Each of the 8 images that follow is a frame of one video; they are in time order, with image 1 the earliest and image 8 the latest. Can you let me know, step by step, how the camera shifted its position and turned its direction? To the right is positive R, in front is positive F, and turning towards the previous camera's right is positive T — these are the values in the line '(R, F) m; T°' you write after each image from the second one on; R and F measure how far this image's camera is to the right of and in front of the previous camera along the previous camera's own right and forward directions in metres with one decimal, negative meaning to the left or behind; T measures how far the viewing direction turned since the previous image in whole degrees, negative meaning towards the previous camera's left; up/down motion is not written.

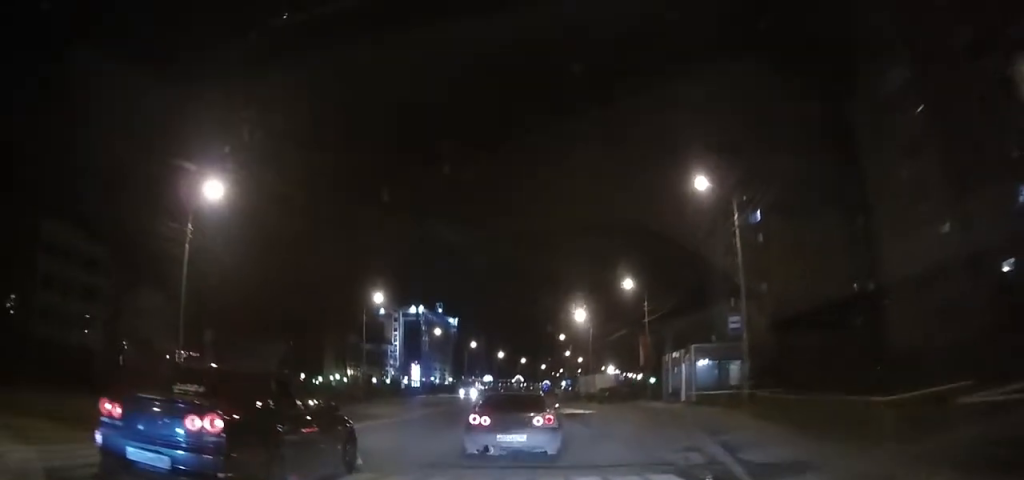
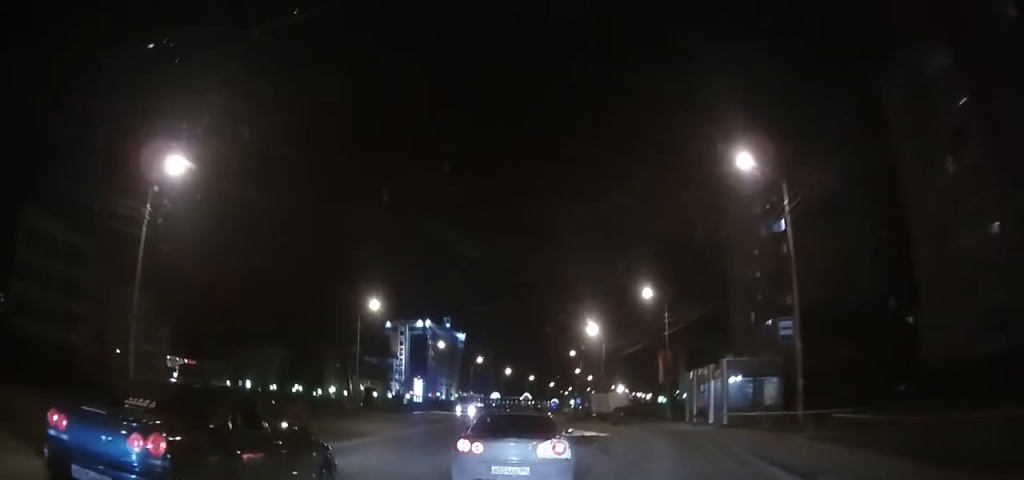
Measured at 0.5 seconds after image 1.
(+0.1, +9.6) m; 0°
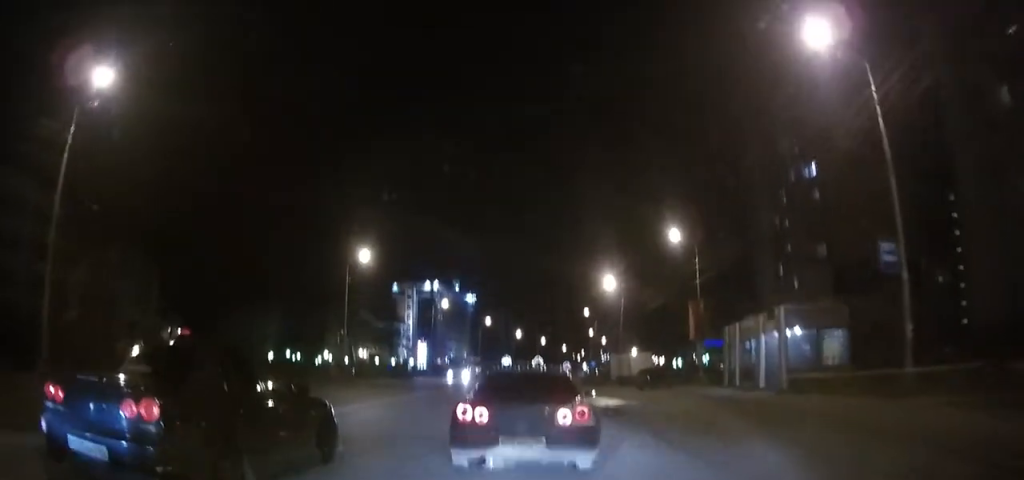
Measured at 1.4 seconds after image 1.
(0.0, +12.1) m; 0°
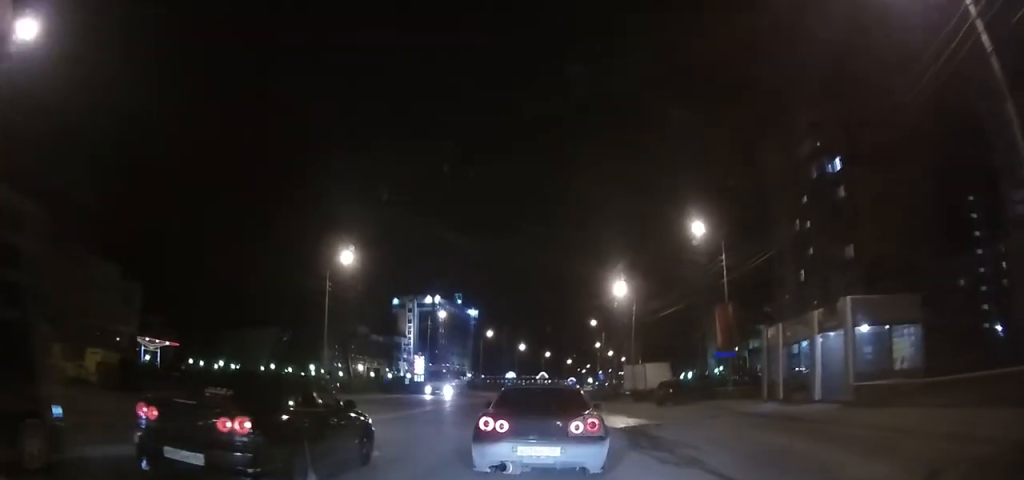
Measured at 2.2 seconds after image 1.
(0.0, +9.6) m; 0°
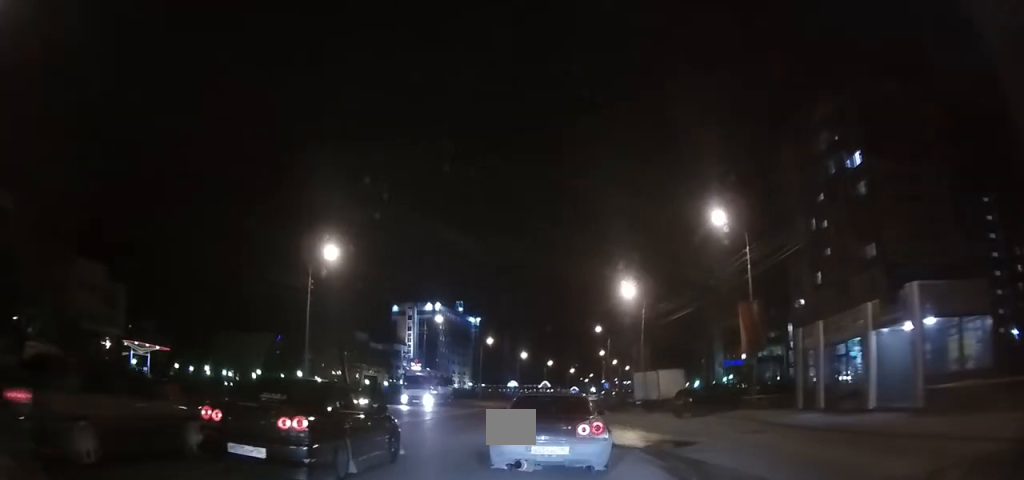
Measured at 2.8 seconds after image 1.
(0.0, +5.5) m; 0°
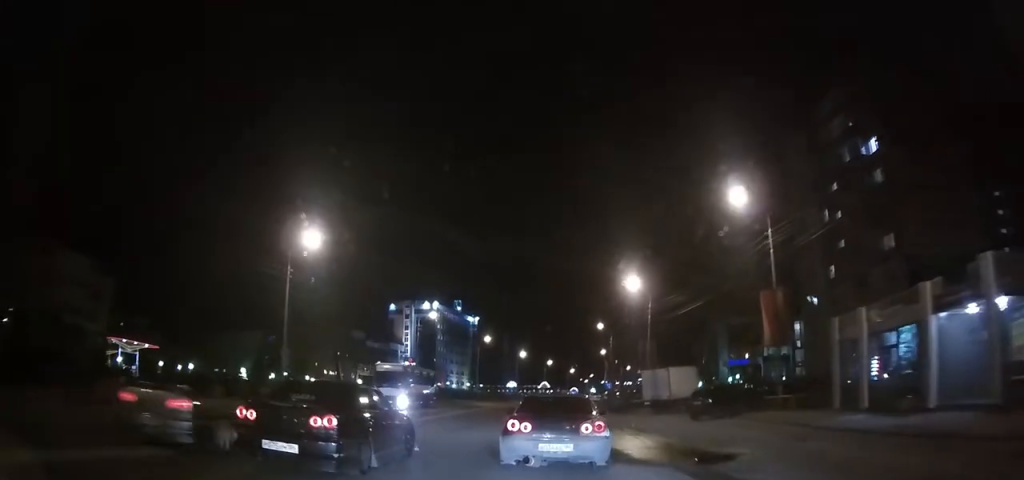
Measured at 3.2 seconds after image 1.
(0.0, +3.1) m; 0°
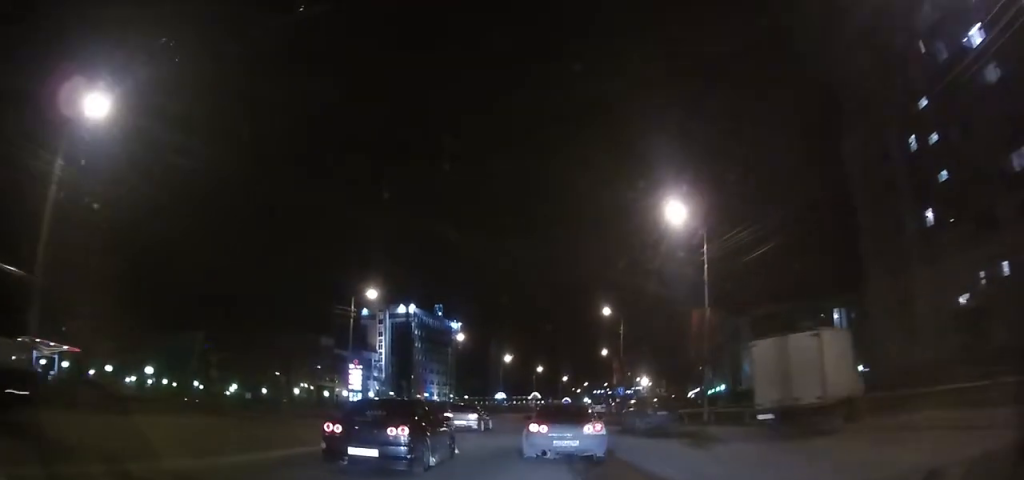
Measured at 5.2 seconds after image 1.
(-0.1, +13.6) m; -1°
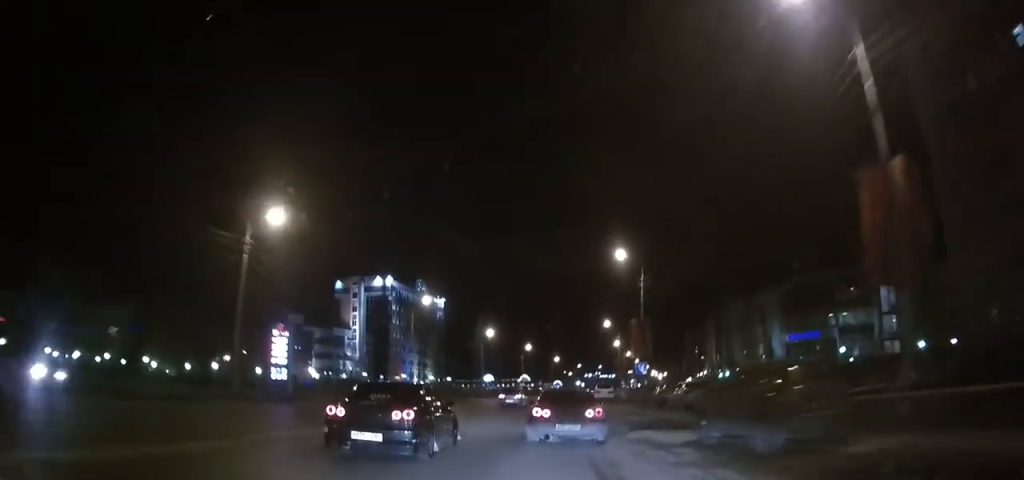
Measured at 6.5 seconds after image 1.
(0.0, +11.1) m; 0°
